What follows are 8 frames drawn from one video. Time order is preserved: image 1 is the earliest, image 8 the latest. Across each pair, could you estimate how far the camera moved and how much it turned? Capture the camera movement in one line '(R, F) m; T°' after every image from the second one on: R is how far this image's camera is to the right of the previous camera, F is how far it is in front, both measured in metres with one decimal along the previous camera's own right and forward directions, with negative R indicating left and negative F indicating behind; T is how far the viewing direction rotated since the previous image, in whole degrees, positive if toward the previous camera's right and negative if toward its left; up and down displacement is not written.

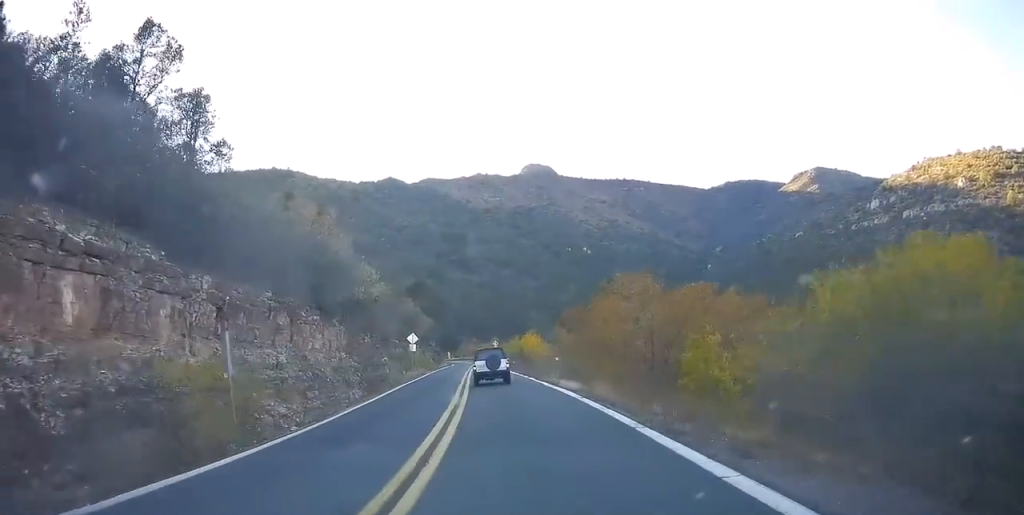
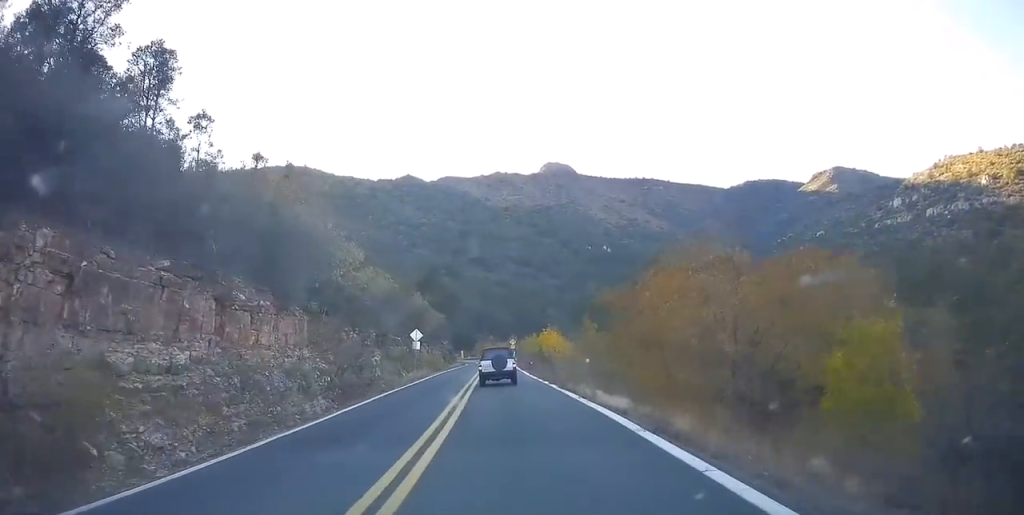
(0.0, +6.9) m; -2°
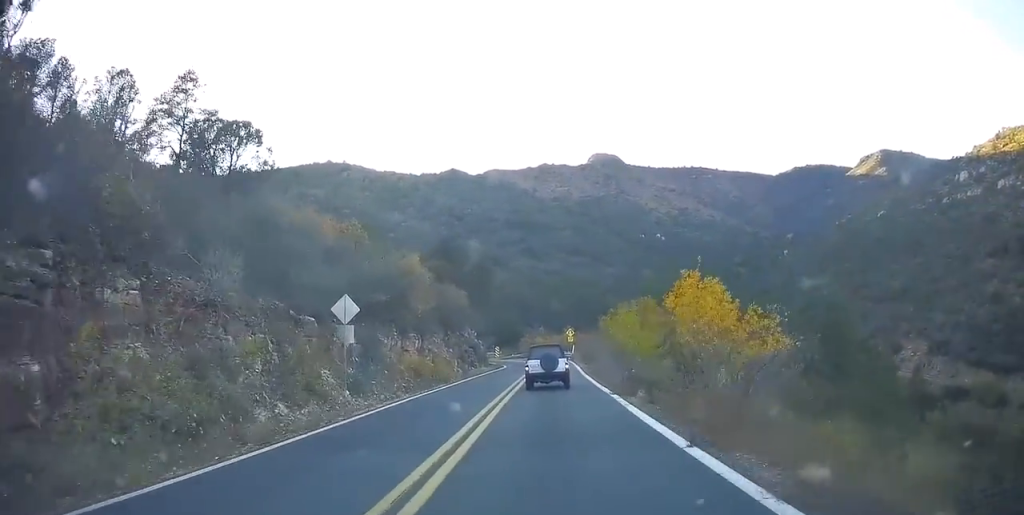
(-1.1, +29.9) m; -2°
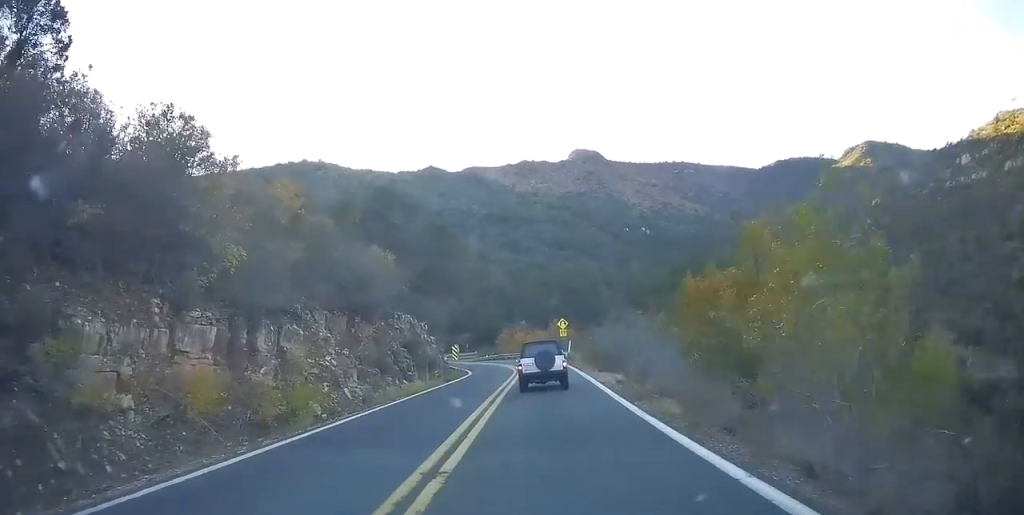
(-0.1, +21.6) m; +2°
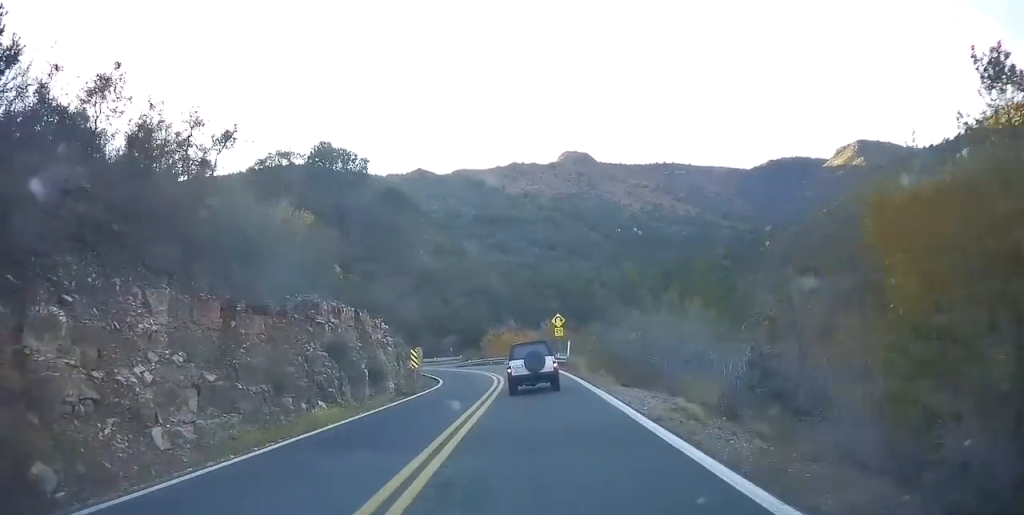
(+0.4, +10.9) m; 0°
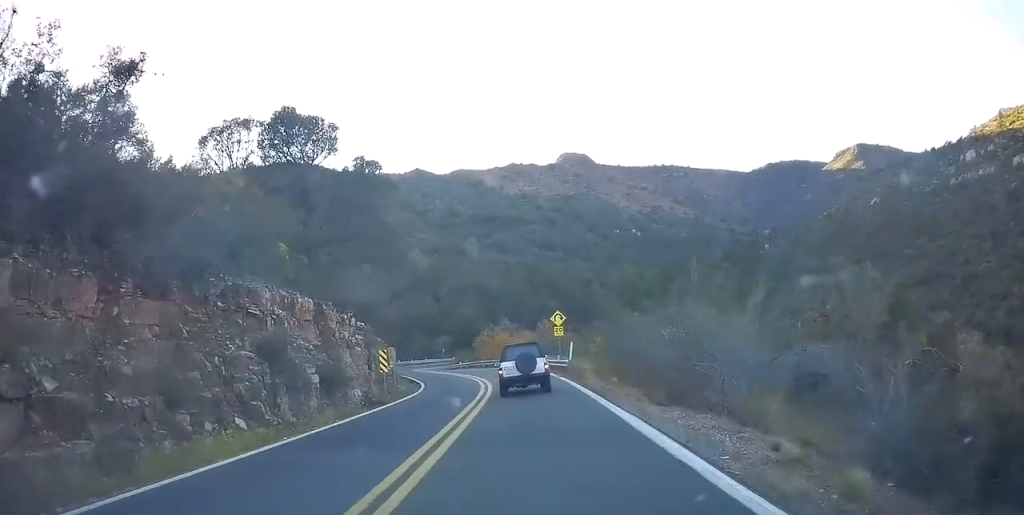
(+0.1, +5.8) m; -1°
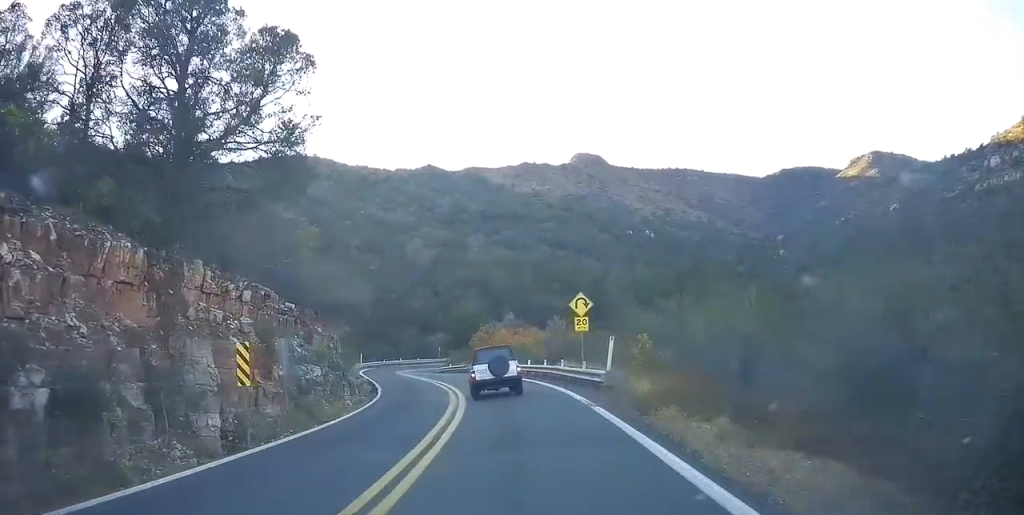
(-0.9, +13.2) m; -5°
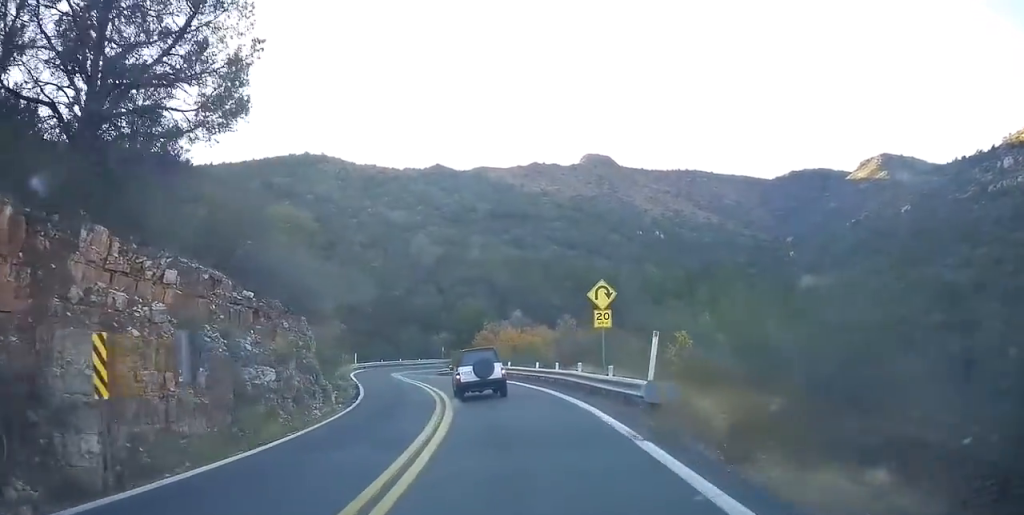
(-0.3, +5.0) m; 0°
